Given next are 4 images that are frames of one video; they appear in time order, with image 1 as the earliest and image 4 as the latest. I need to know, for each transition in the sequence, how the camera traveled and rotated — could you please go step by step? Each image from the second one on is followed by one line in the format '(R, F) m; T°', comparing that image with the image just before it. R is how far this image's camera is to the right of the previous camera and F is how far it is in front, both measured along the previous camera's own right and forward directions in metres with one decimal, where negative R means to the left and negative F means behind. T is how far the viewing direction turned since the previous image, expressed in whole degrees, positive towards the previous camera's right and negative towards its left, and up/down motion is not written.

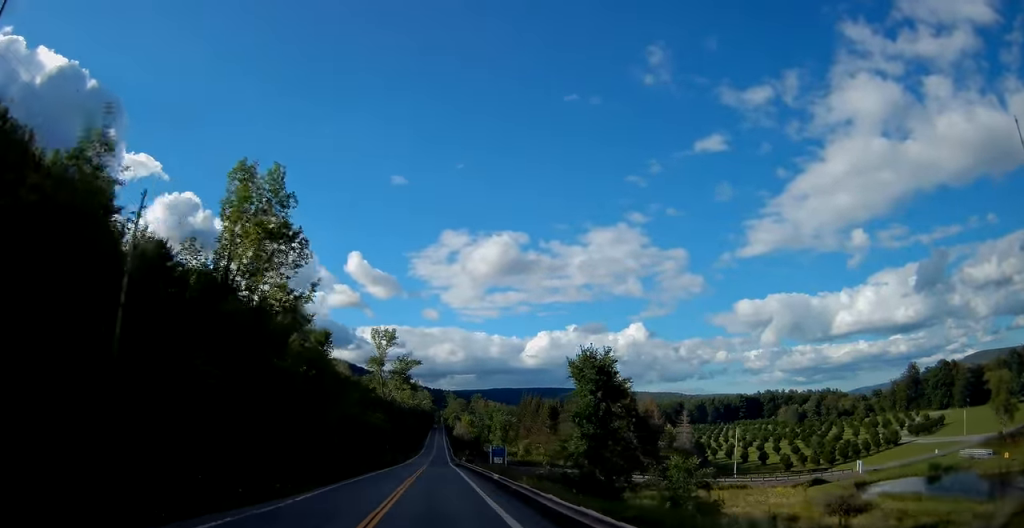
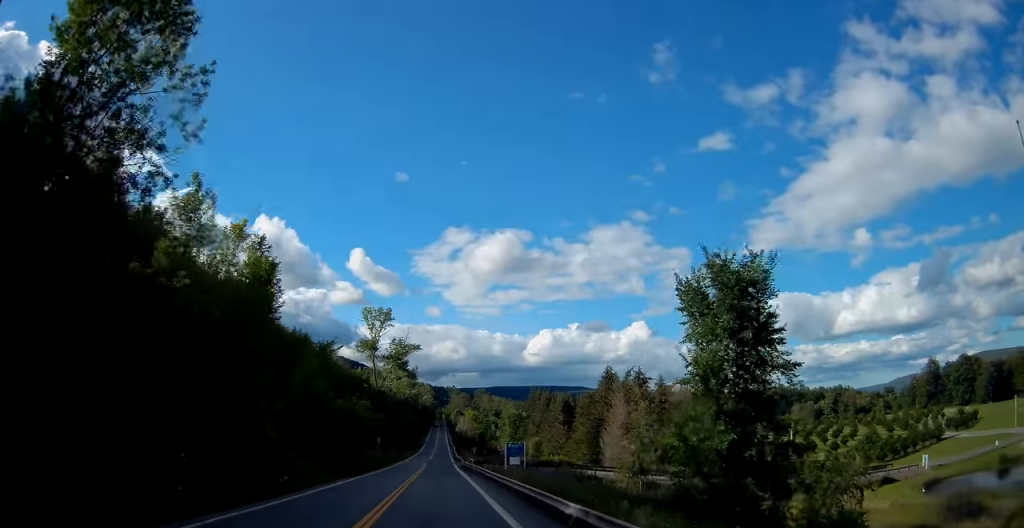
(0.0, +18.3) m; 0°
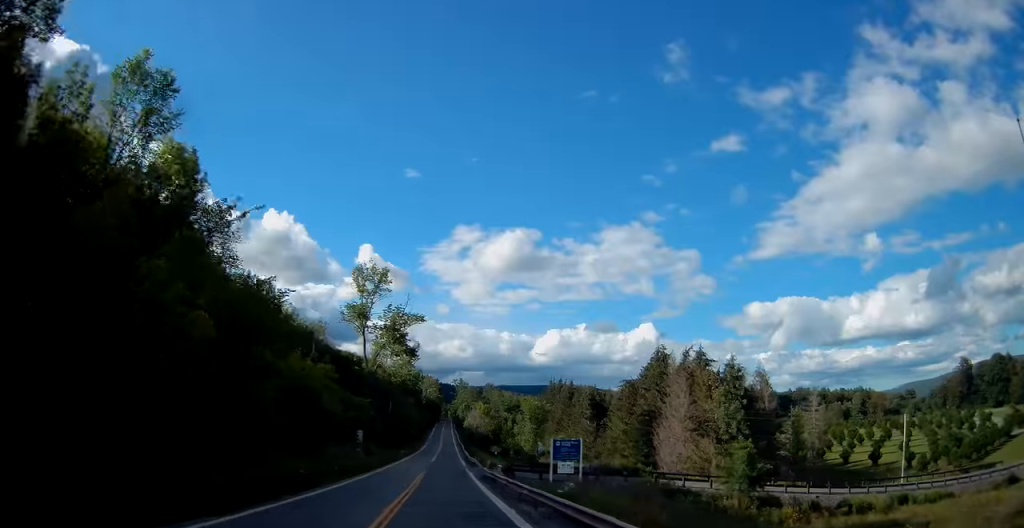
(0.0, +25.8) m; 0°
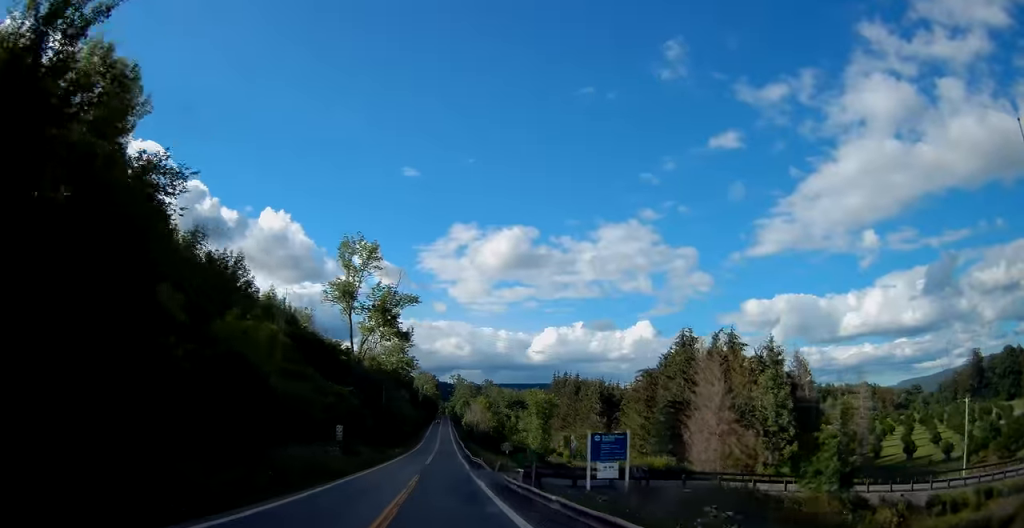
(0.0, +11.7) m; 0°
